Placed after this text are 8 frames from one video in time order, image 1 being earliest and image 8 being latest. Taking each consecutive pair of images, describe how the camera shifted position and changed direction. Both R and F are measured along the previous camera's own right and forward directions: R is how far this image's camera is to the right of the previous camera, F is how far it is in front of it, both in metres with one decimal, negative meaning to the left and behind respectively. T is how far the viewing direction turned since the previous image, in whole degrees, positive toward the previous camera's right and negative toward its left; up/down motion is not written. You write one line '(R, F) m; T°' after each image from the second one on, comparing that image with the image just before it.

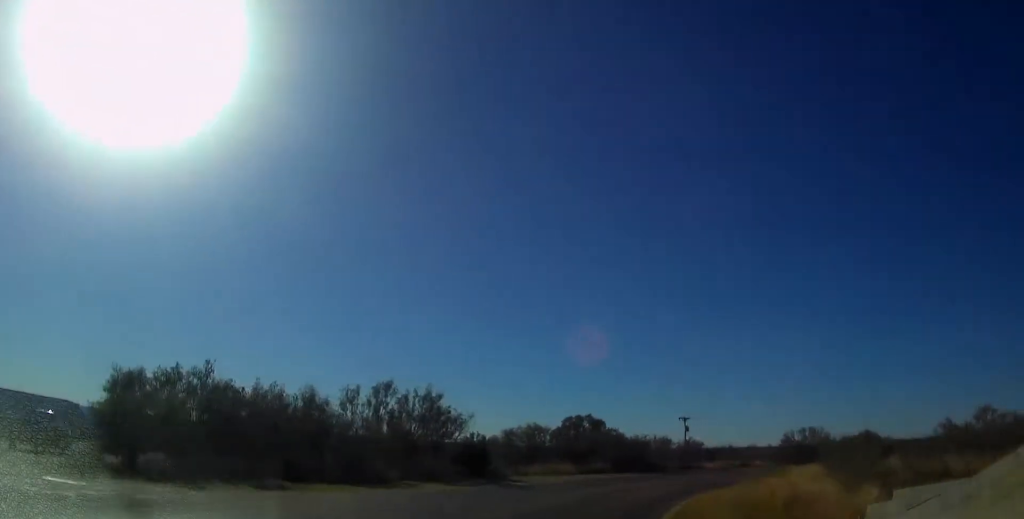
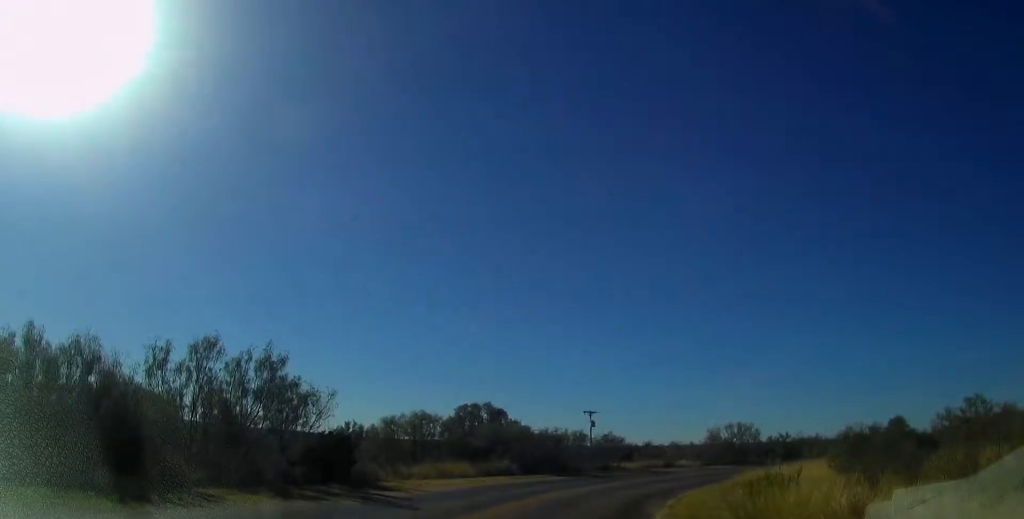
(+1.2, +8.6) m; +11°
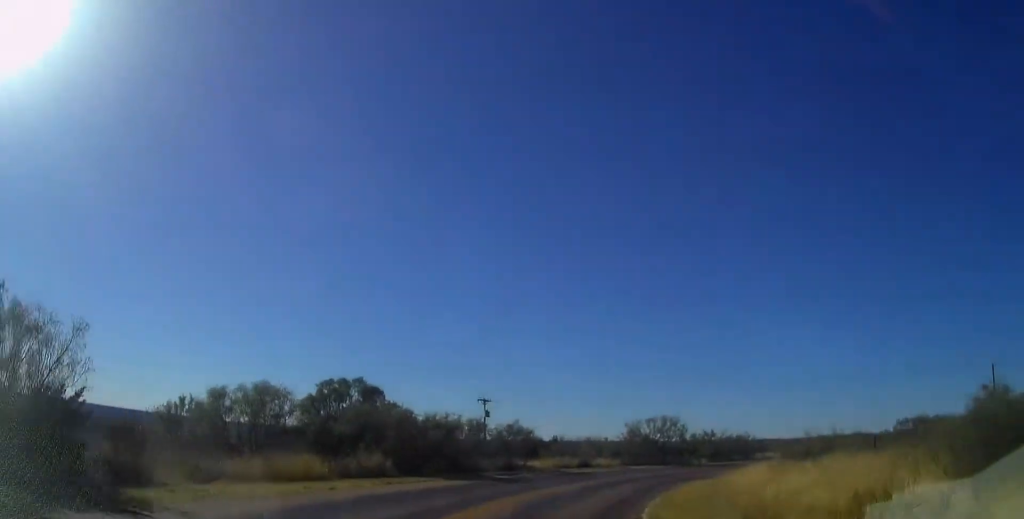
(+0.7, +9.8) m; +7°
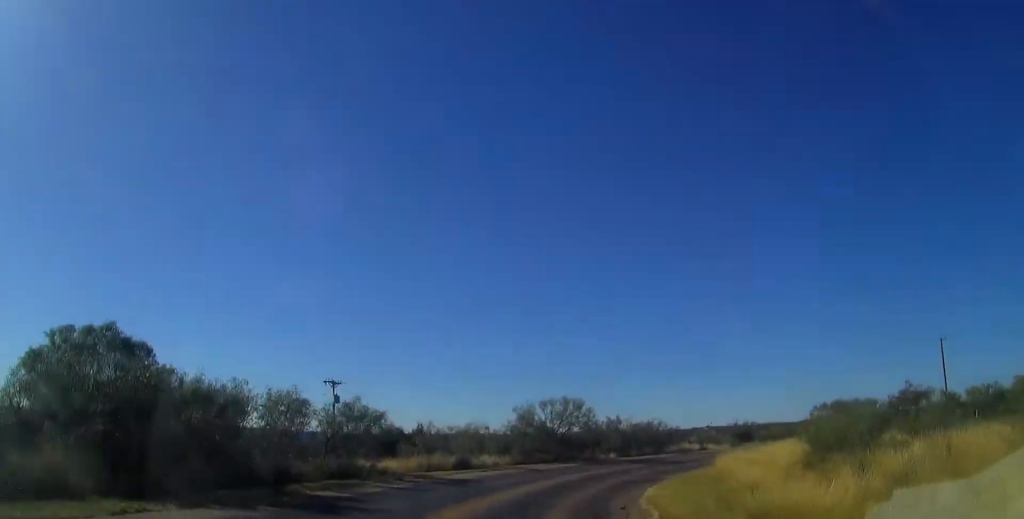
(+0.9, +12.9) m; +12°
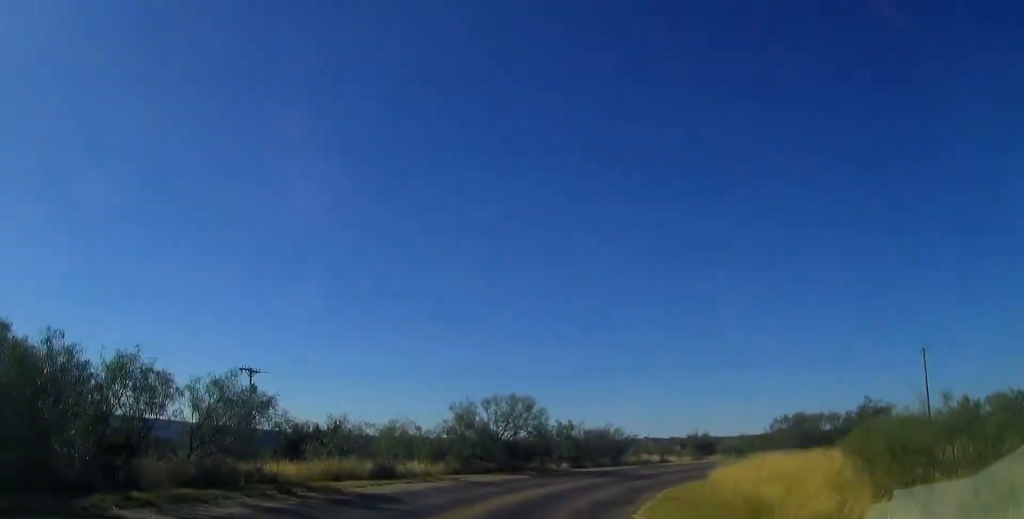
(+0.7, +5.7) m; +6°
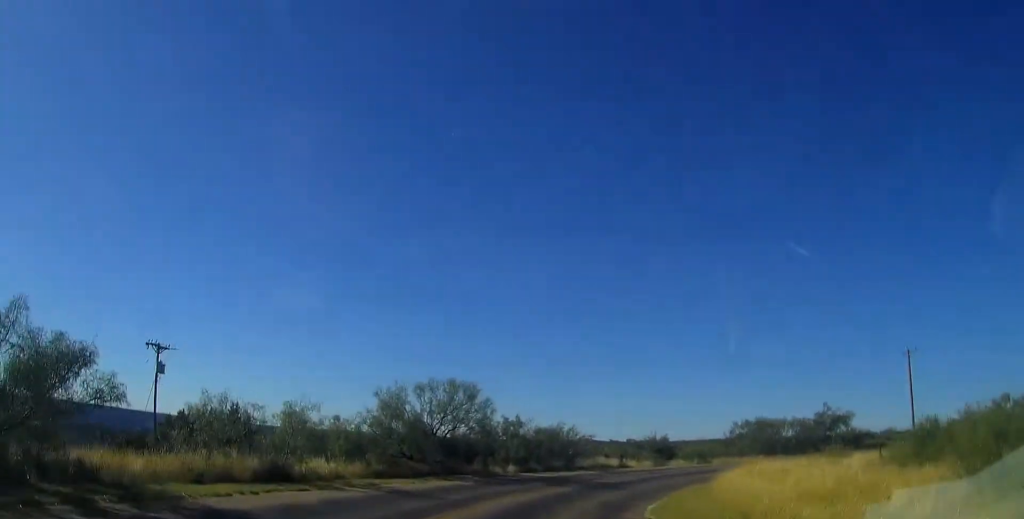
(+0.2, +6.2) m; +6°
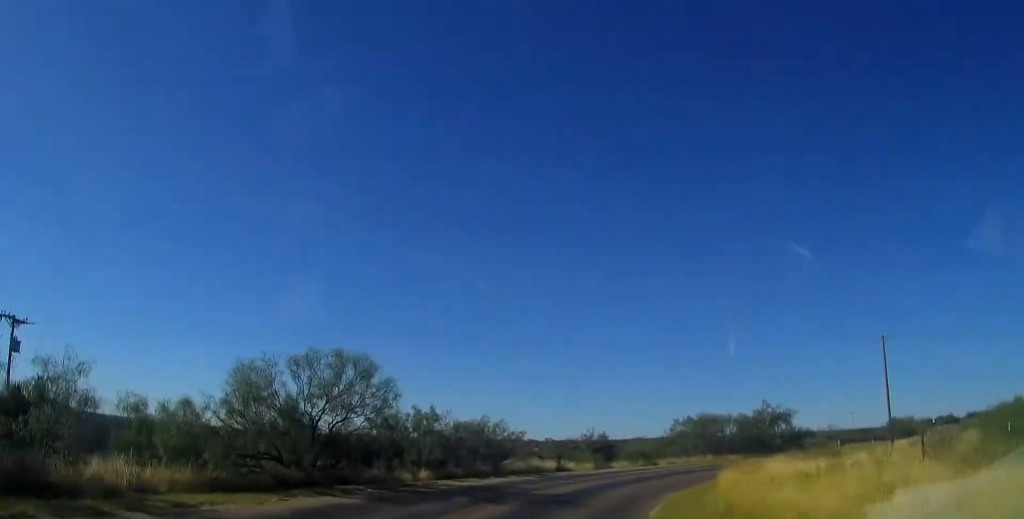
(+0.6, +7.4) m; +7°
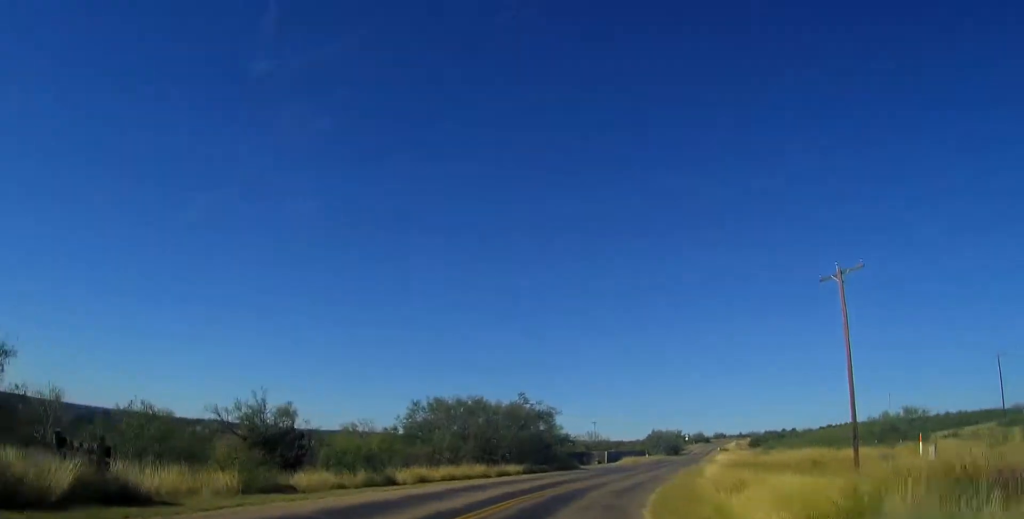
(+5.4, +23.8) m; +26°
